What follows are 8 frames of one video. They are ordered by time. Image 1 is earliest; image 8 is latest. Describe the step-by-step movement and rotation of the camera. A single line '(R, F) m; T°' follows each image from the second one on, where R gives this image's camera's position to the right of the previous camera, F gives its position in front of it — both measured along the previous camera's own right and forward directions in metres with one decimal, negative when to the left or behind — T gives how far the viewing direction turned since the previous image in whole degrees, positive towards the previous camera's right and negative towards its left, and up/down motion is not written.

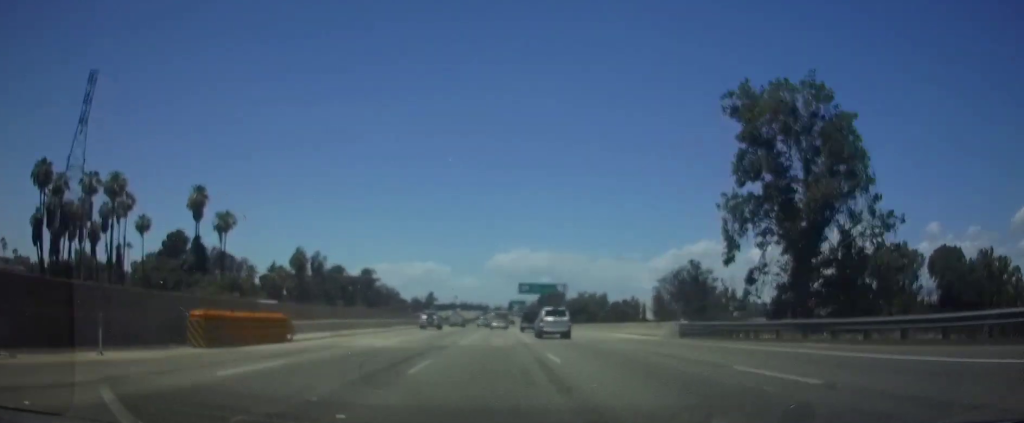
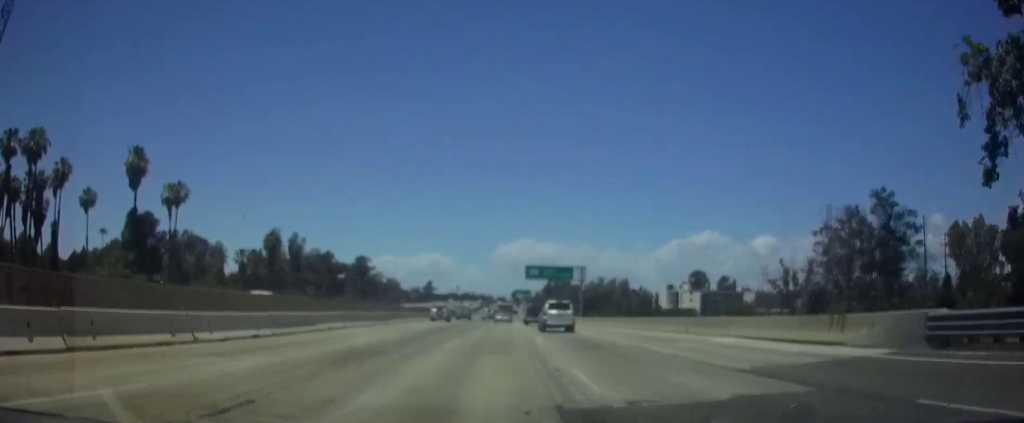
(-0.1, +21.1) m; 0°
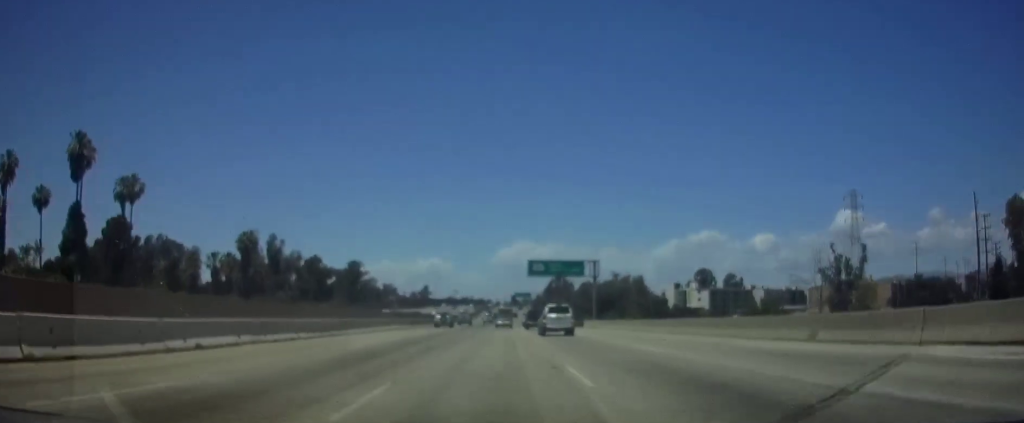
(0.0, +13.9) m; 0°
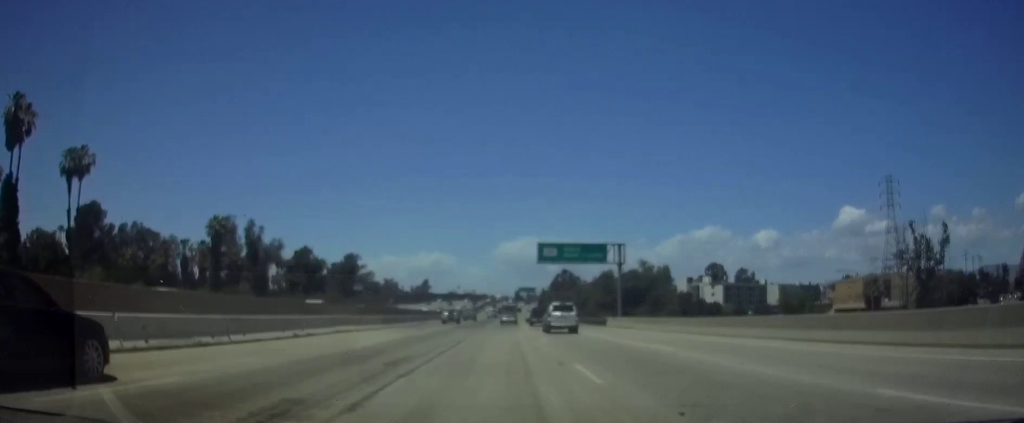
(0.0, +14.7) m; 0°
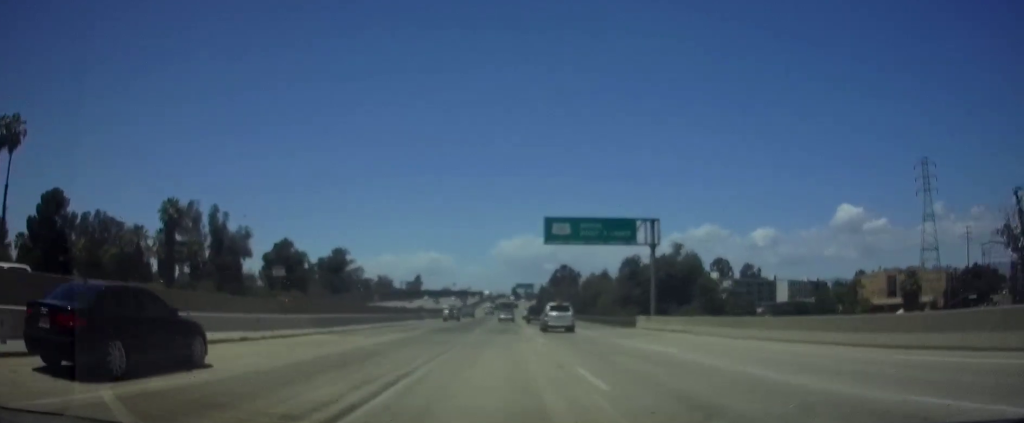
(-0.1, +15.5) m; 0°
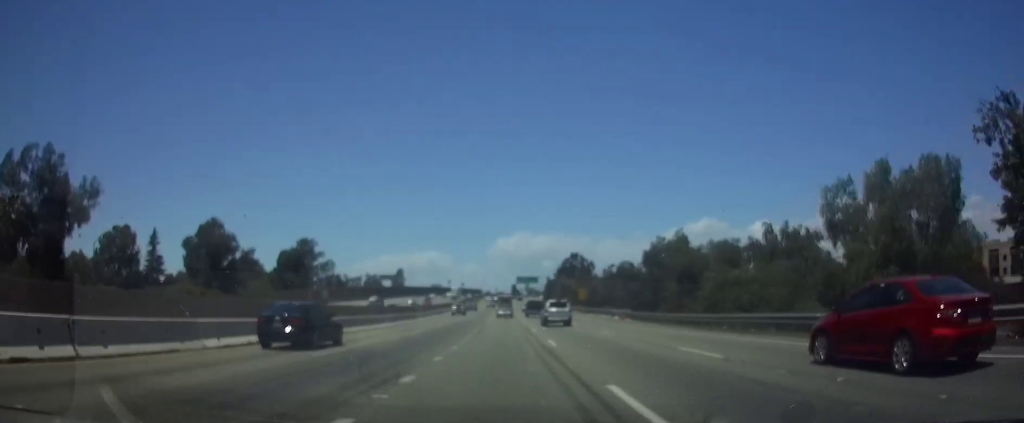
(+0.2, +47.9) m; 0°
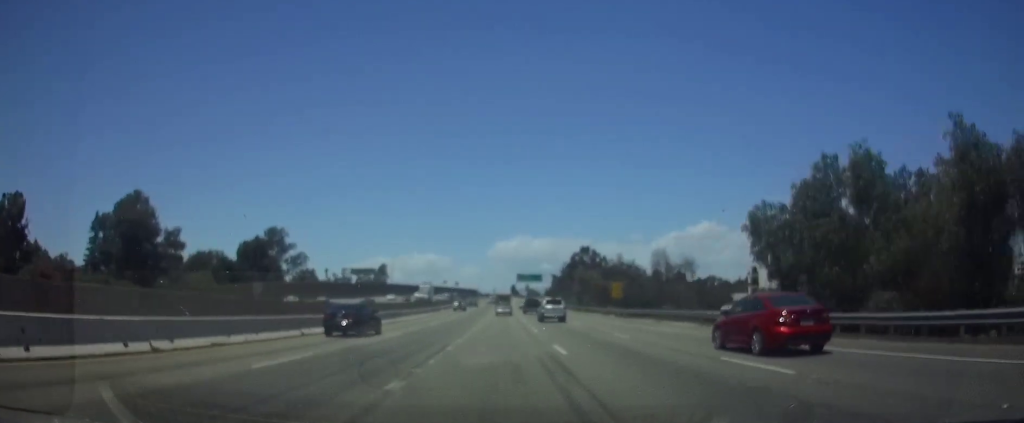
(-0.1, +33.4) m; 0°
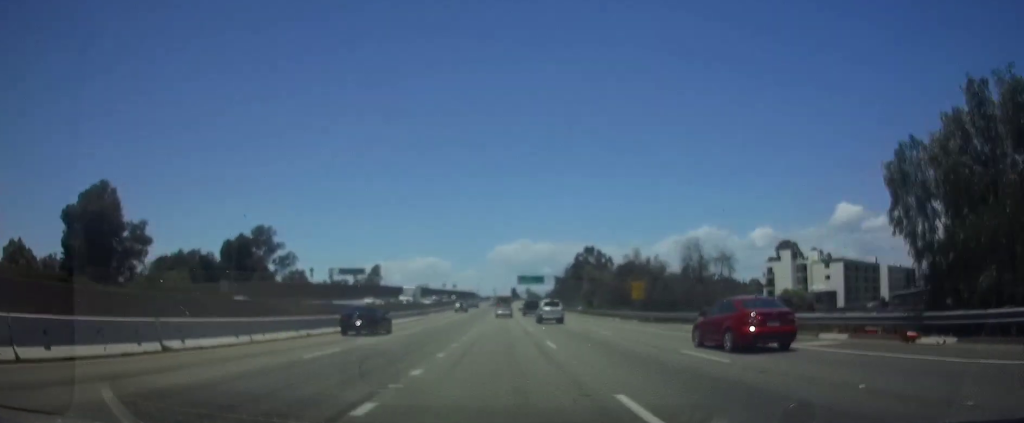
(+0.1, +11.4) m; 0°
